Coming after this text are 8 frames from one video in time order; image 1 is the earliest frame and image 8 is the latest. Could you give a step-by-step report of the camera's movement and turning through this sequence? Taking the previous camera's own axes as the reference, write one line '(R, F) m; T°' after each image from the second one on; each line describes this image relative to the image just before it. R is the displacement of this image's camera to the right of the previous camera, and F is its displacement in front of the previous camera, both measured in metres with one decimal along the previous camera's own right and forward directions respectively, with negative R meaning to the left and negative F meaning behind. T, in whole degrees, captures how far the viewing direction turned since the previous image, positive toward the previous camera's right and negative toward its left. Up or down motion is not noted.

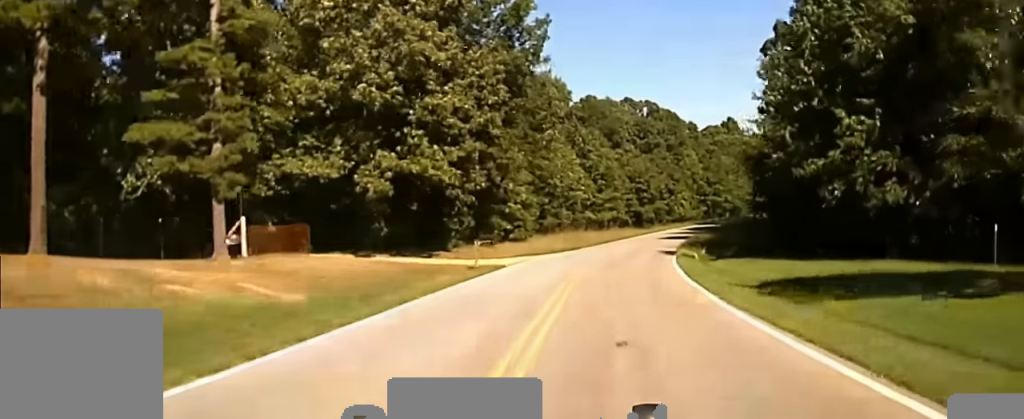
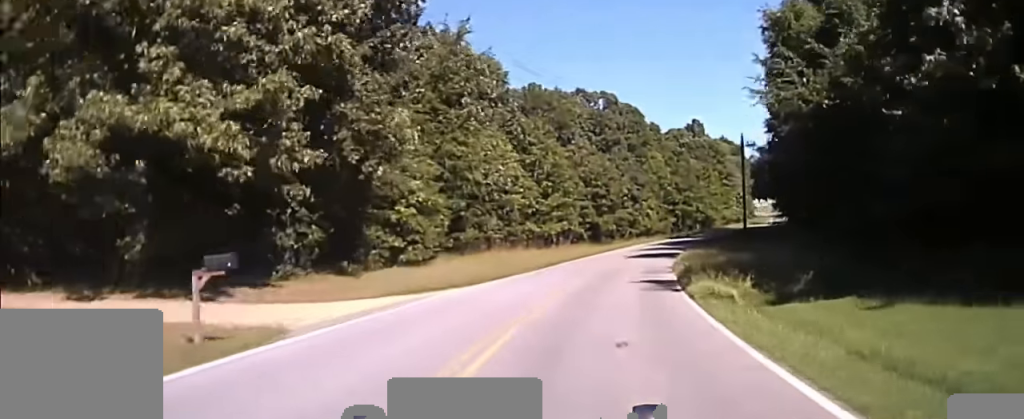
(+0.2, +16.4) m; +2°
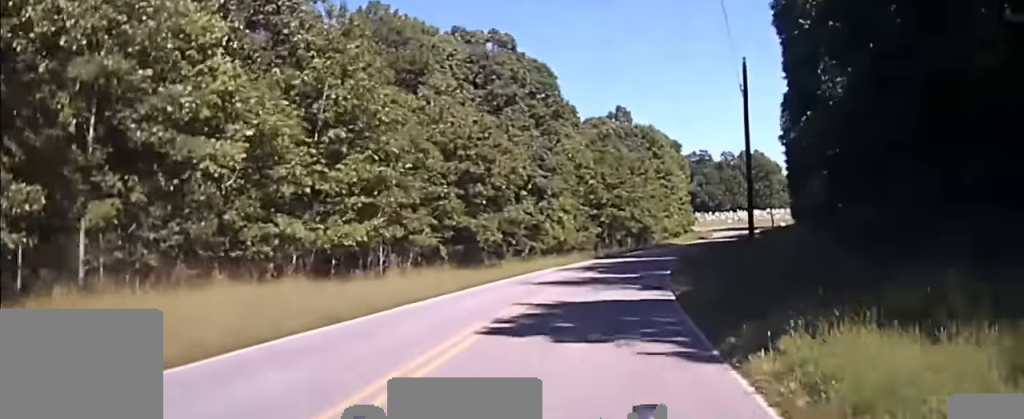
(+0.8, +29.2) m; +4°
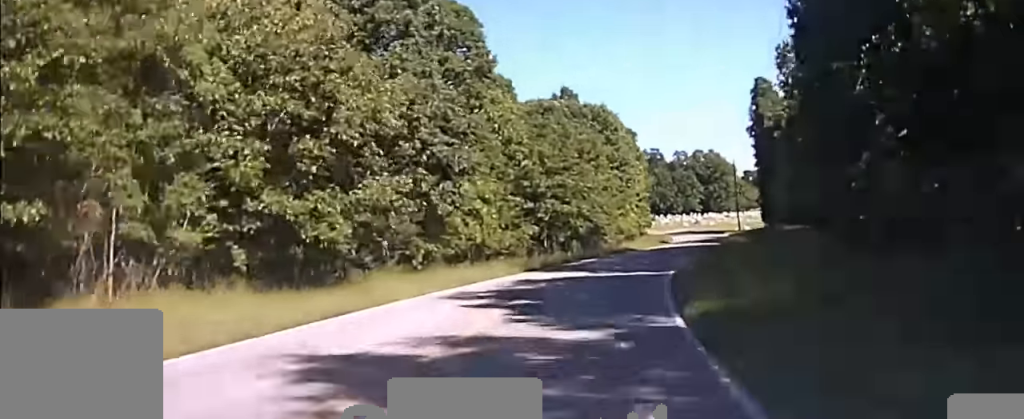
(0.0, +16.2) m; +3°
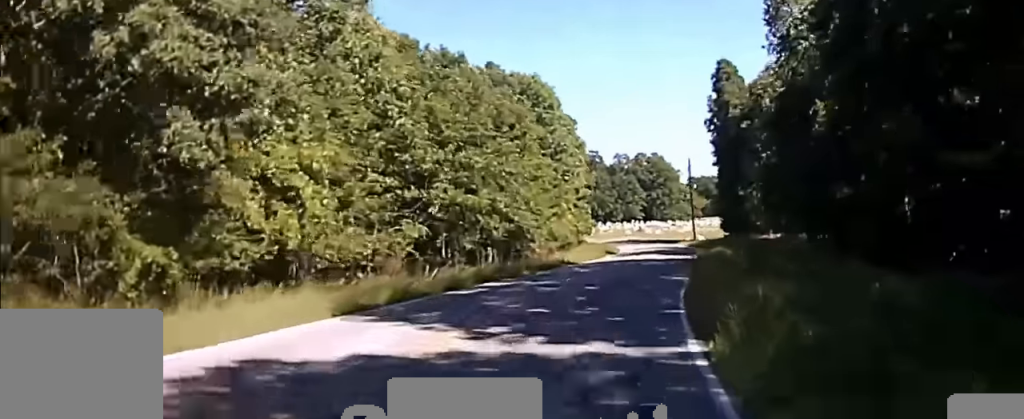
(+0.8, +17.4) m; +4°
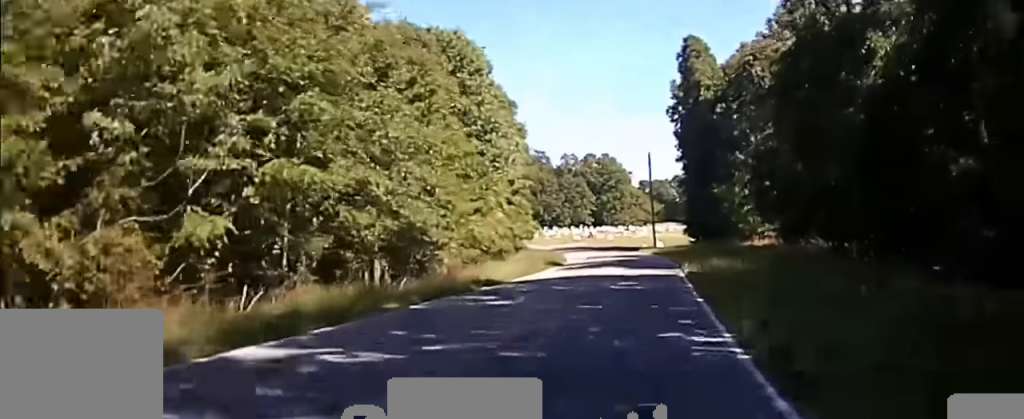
(+0.2, +15.0) m; +3°
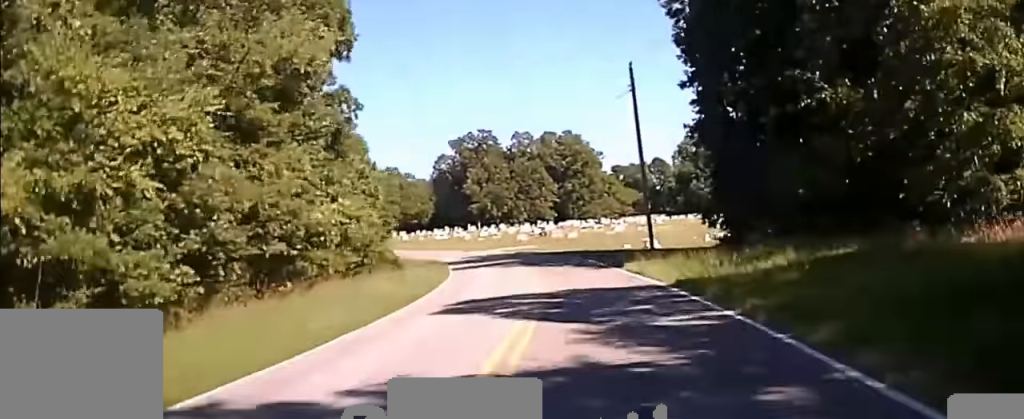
(+3.3, +52.8) m; +2°
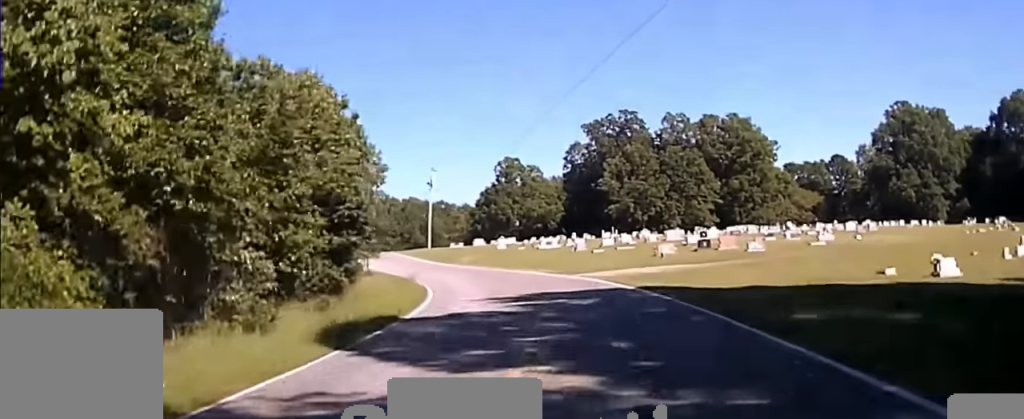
(-3.0, +51.1) m; -10°
